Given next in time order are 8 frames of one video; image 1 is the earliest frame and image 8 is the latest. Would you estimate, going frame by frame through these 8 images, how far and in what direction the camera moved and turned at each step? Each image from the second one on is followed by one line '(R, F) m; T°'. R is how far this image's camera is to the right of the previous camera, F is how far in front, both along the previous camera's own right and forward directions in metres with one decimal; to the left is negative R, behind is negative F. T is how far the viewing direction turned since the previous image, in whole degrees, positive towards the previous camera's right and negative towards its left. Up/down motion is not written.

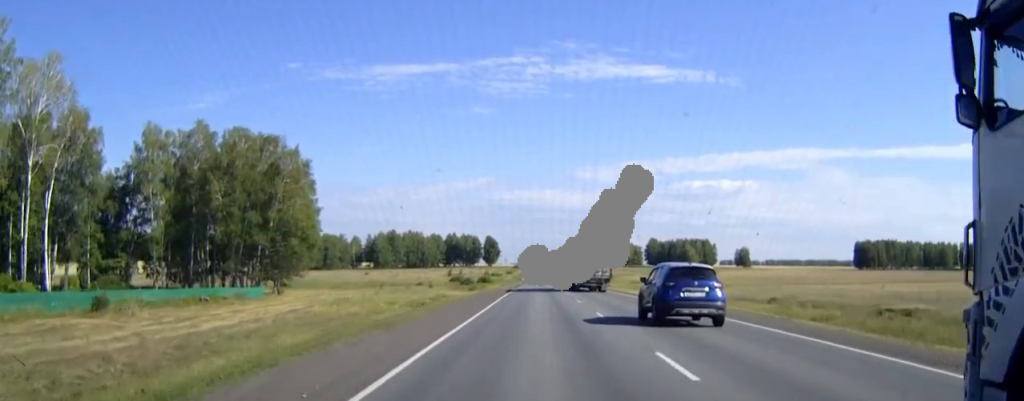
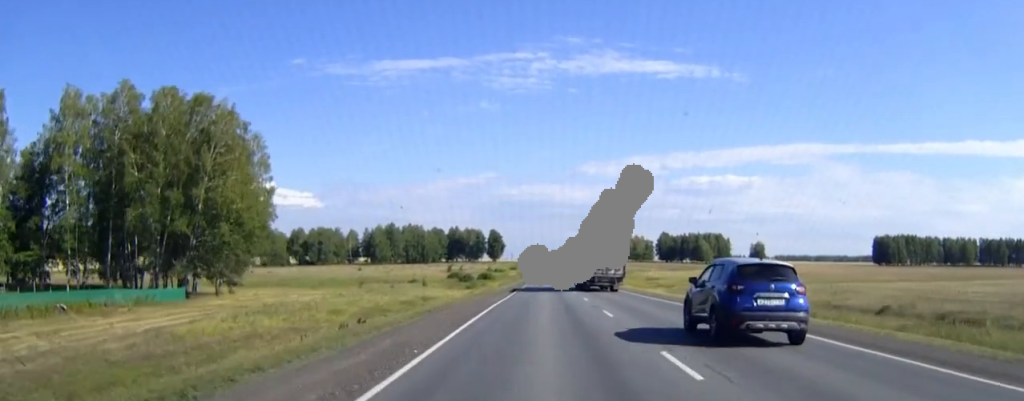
(-0.1, +23.6) m; 0°
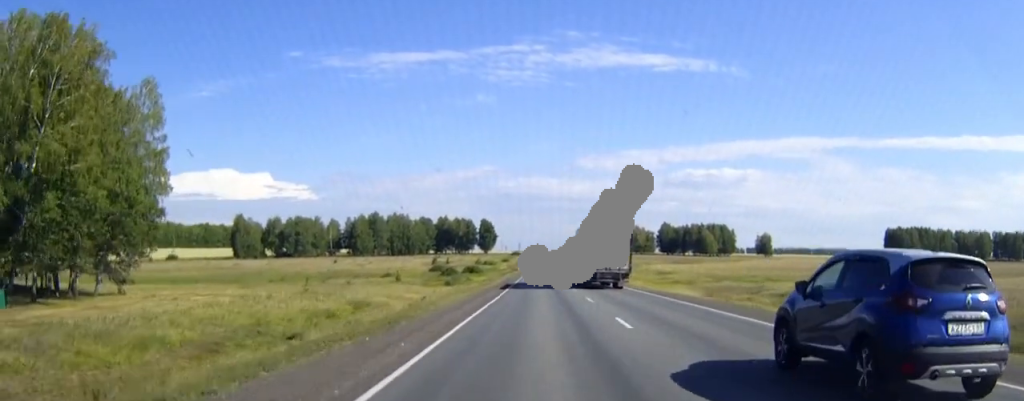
(0.0, +28.8) m; 0°
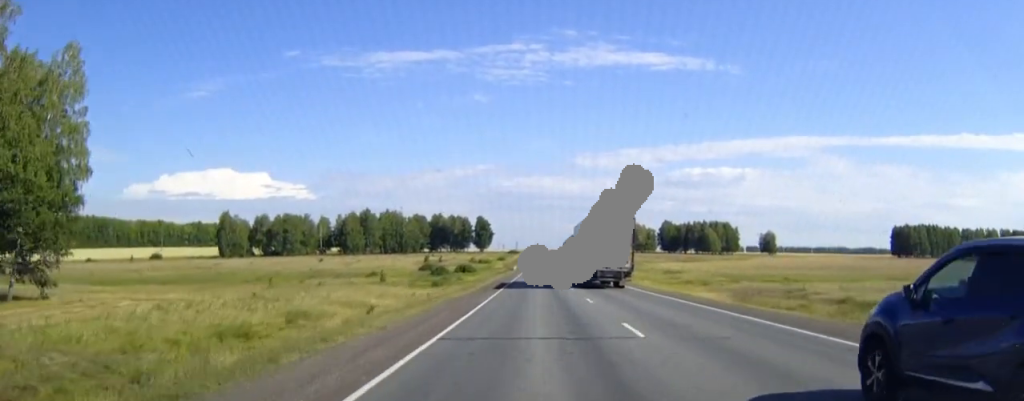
(0.0, +14.4) m; 0°
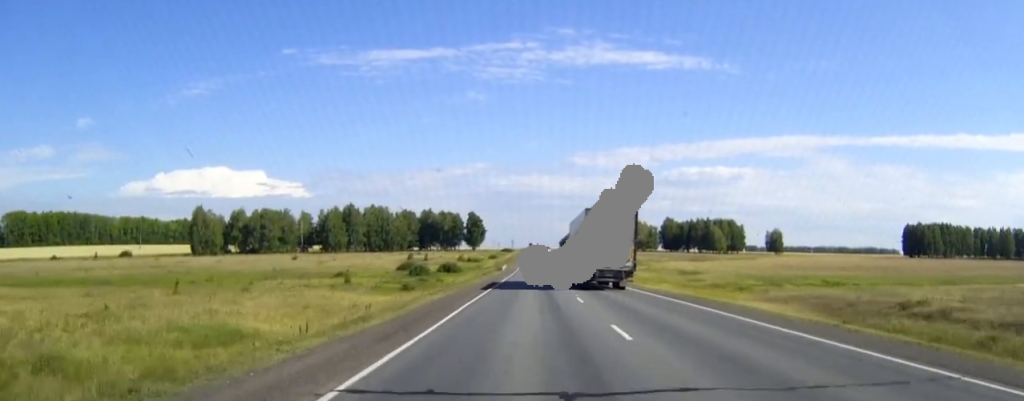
(+0.1, +24.6) m; 0°
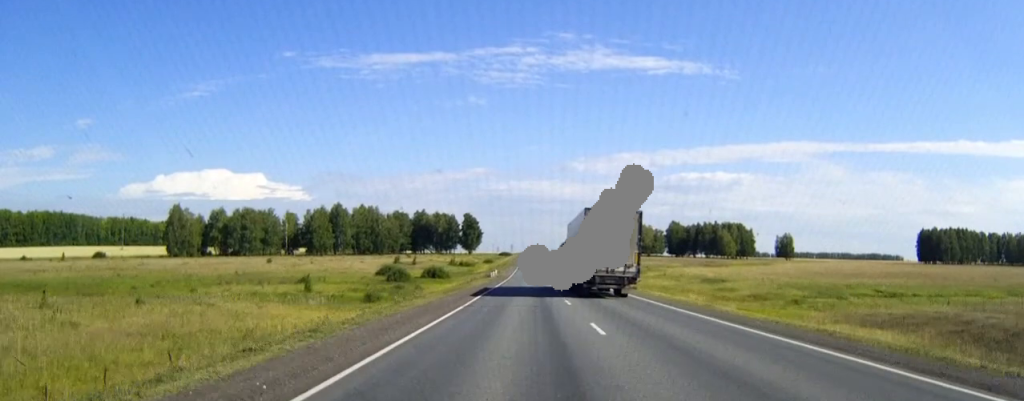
(+0.1, +22.8) m; 0°
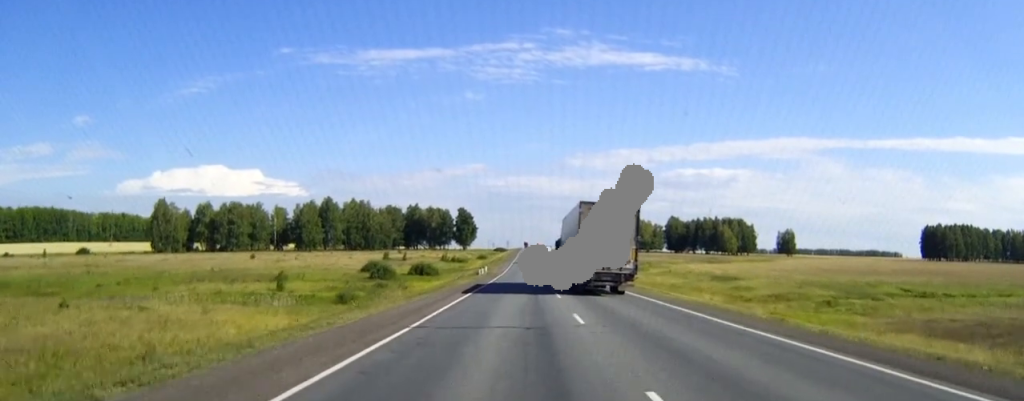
(0.0, +10.1) m; 0°
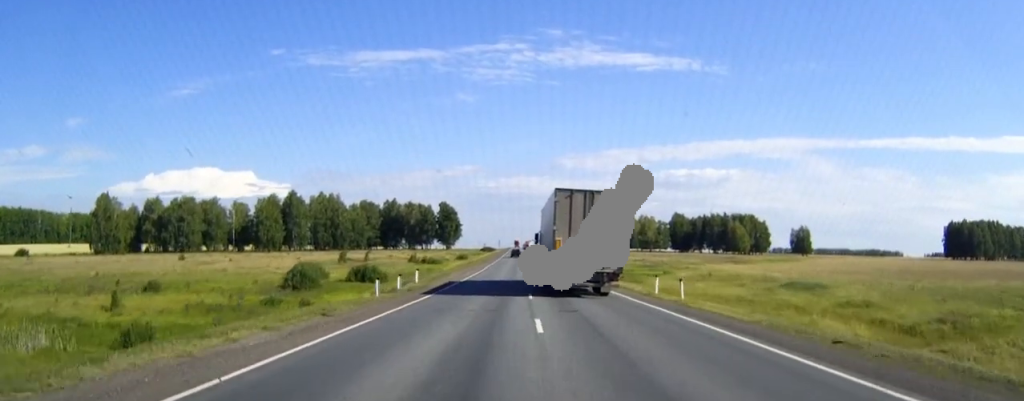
(+0.1, +38.9) m; 0°
